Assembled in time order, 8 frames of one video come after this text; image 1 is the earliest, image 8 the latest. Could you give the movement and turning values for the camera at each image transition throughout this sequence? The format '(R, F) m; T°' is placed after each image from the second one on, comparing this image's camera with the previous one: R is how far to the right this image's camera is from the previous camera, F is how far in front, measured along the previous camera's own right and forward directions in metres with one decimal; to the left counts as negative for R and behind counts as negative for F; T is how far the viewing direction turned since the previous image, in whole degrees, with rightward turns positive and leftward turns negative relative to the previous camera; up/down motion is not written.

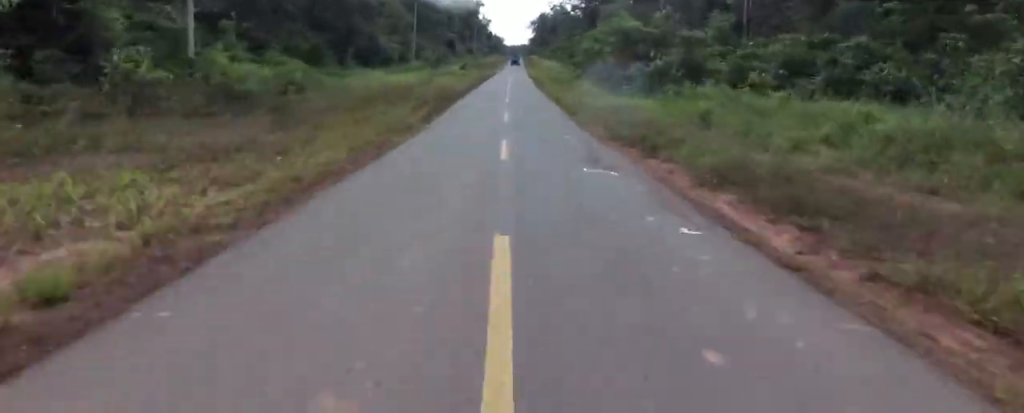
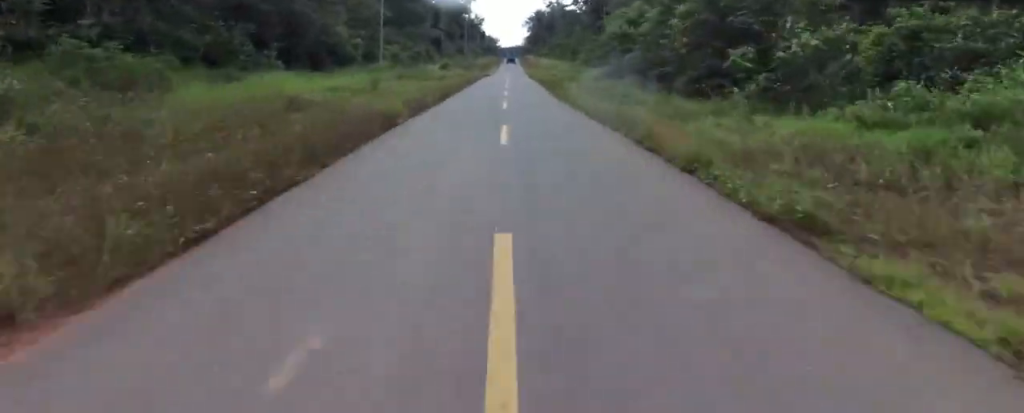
(+0.5, +17.7) m; 0°
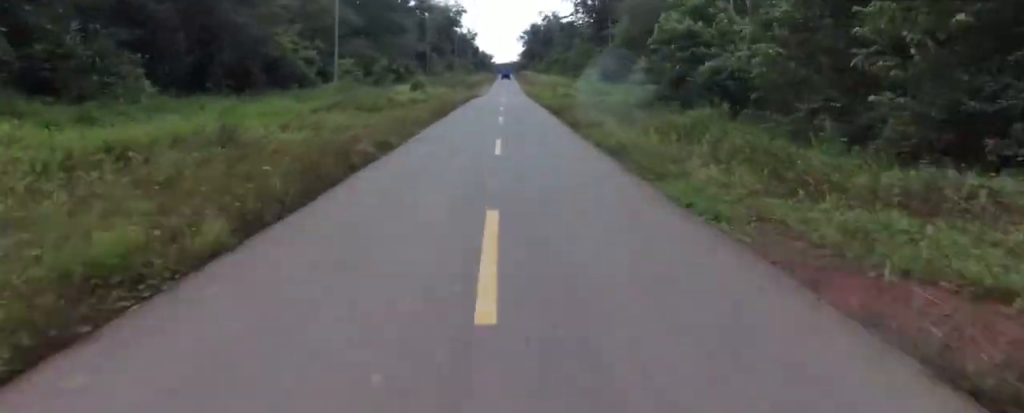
(-0.9, +14.5) m; 0°
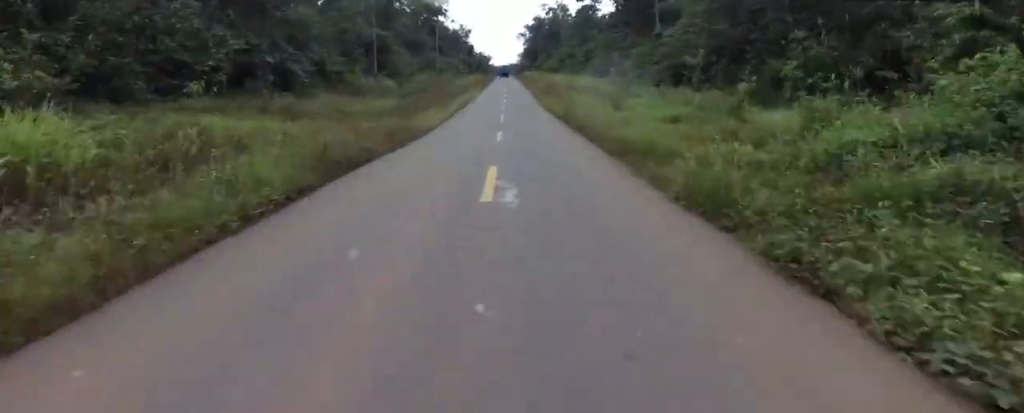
(+1.5, +37.2) m; +3°
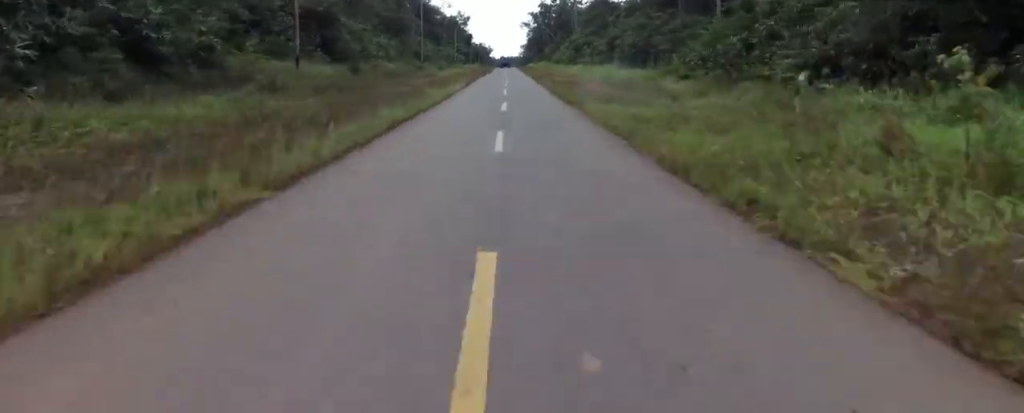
(+0.2, +21.2) m; -3°
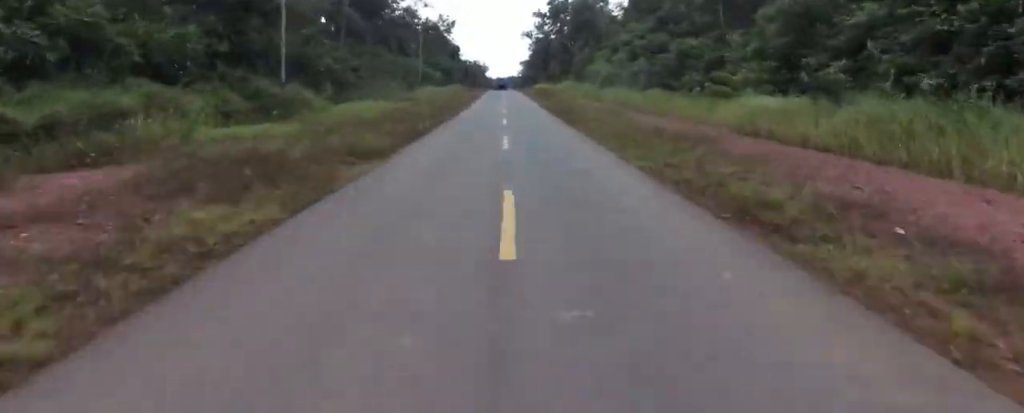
(-0.6, +52.5) m; +2°
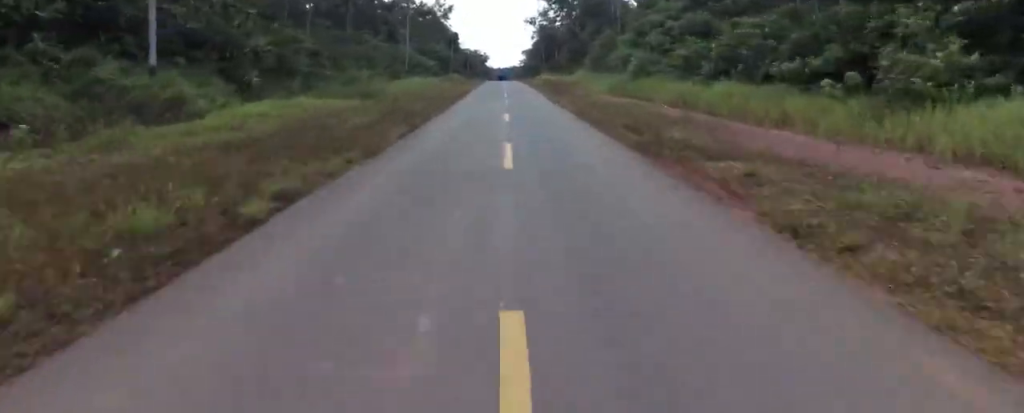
(0.0, +12.1) m; 0°
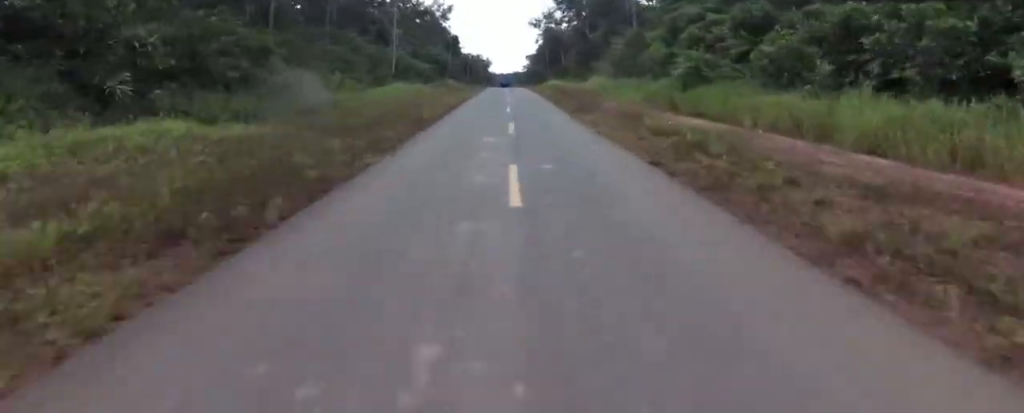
(0.0, +10.3) m; 0°
